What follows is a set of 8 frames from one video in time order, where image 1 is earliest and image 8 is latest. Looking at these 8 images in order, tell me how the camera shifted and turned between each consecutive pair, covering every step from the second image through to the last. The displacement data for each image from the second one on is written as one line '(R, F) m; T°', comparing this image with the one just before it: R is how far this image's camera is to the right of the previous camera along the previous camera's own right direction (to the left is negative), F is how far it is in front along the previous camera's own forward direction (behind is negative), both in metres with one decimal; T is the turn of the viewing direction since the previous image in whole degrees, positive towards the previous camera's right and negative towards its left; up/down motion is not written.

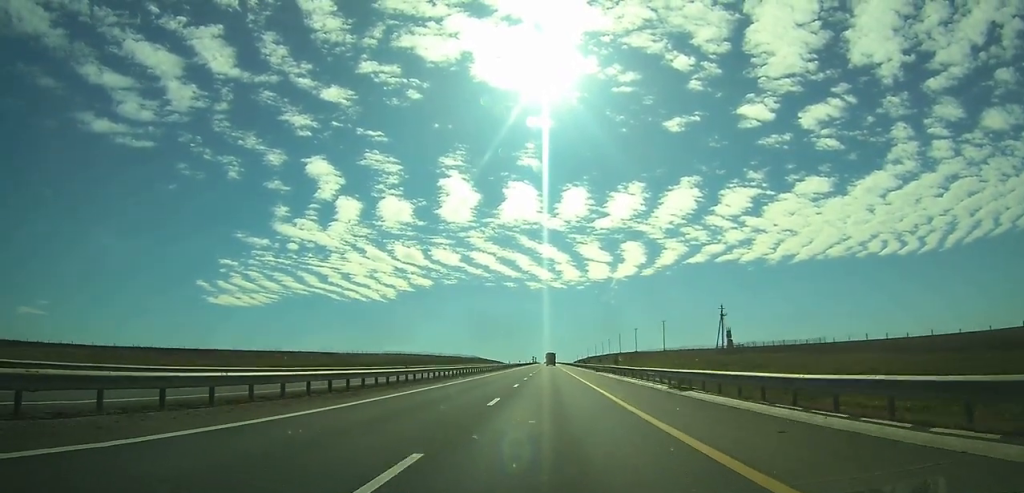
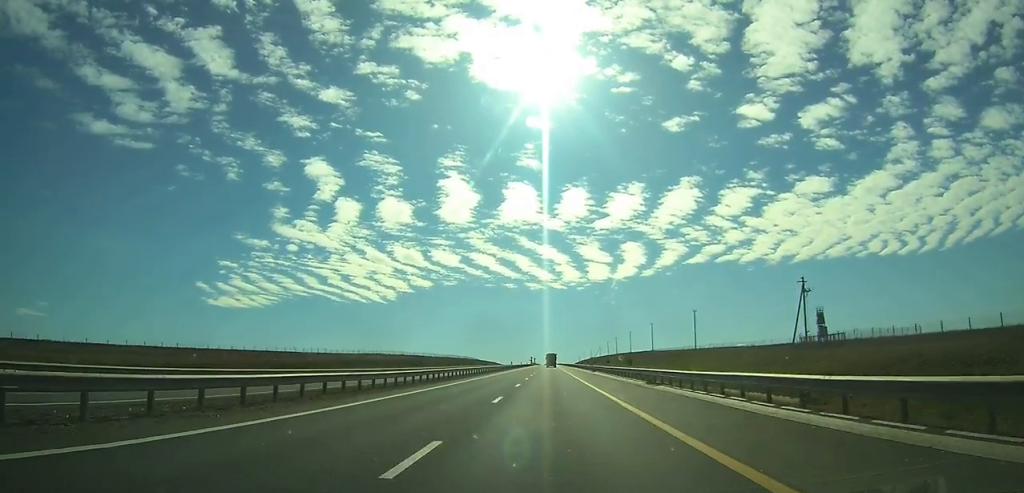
(-0.1, +34.3) m; 0°
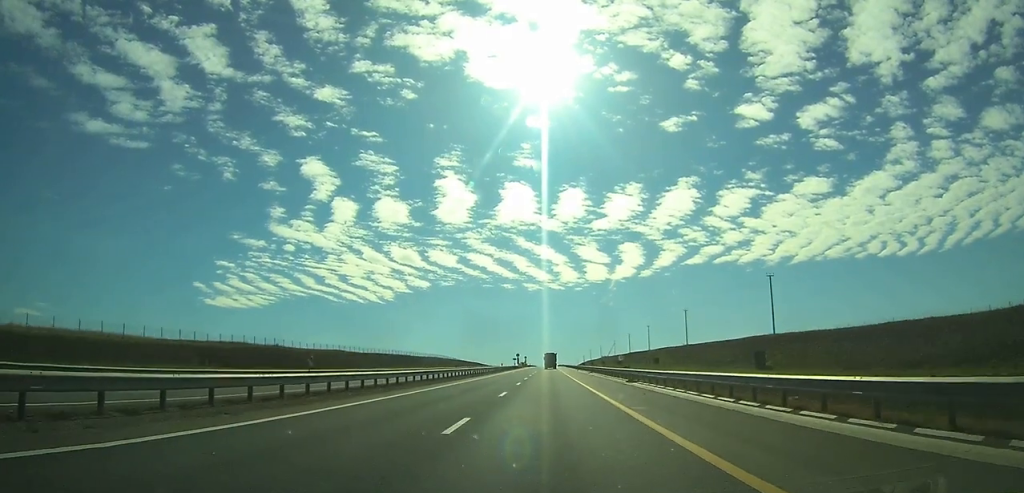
(+0.1, +103.3) m; 0°
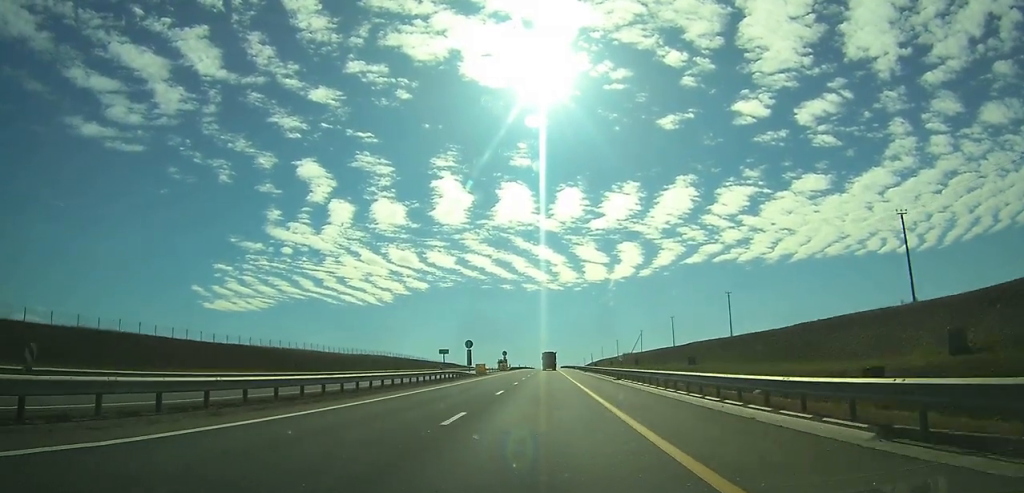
(+0.1, +93.4) m; 0°
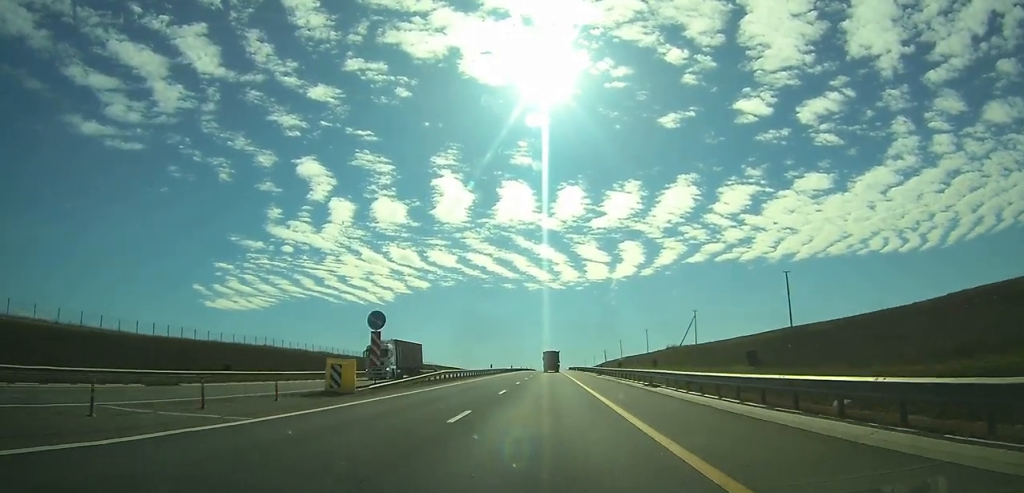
(-0.3, +82.8) m; 0°
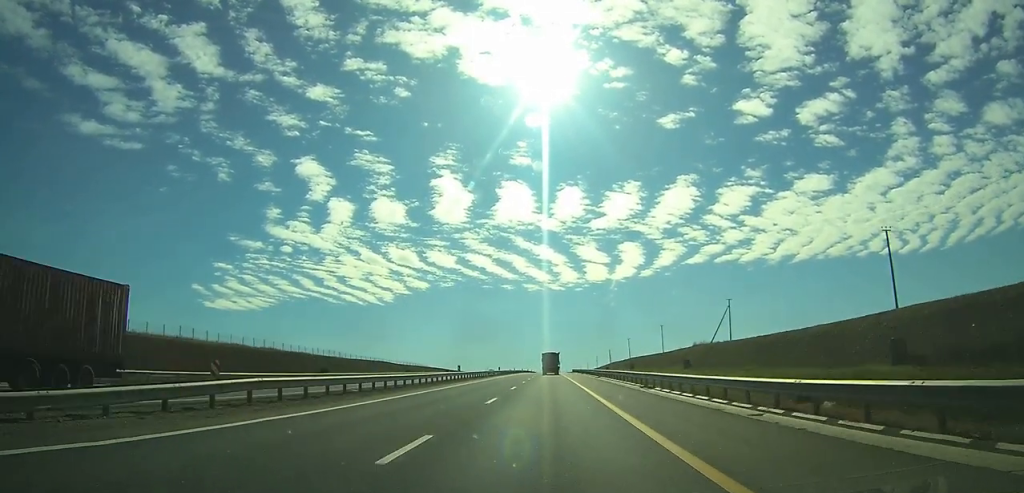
(-0.1, +28.7) m; 0°
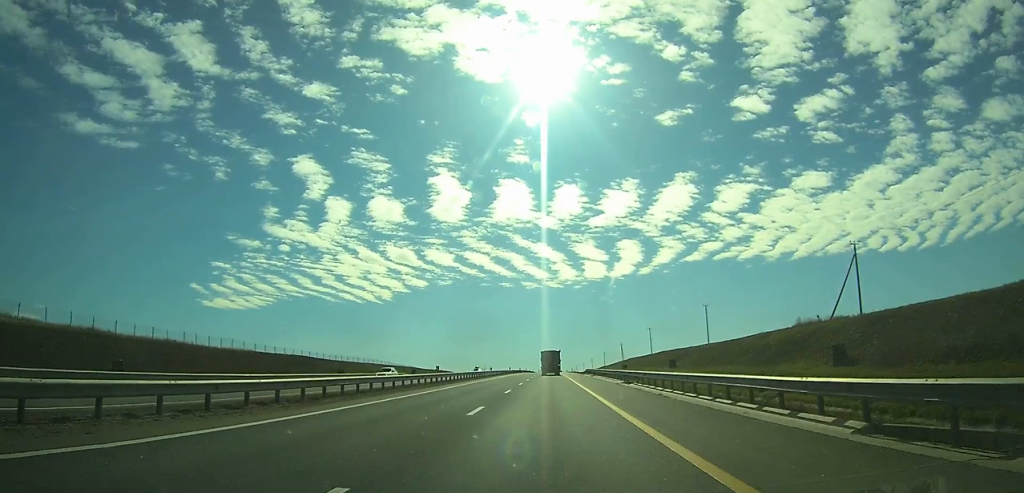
(0.0, +51.8) m; 0°
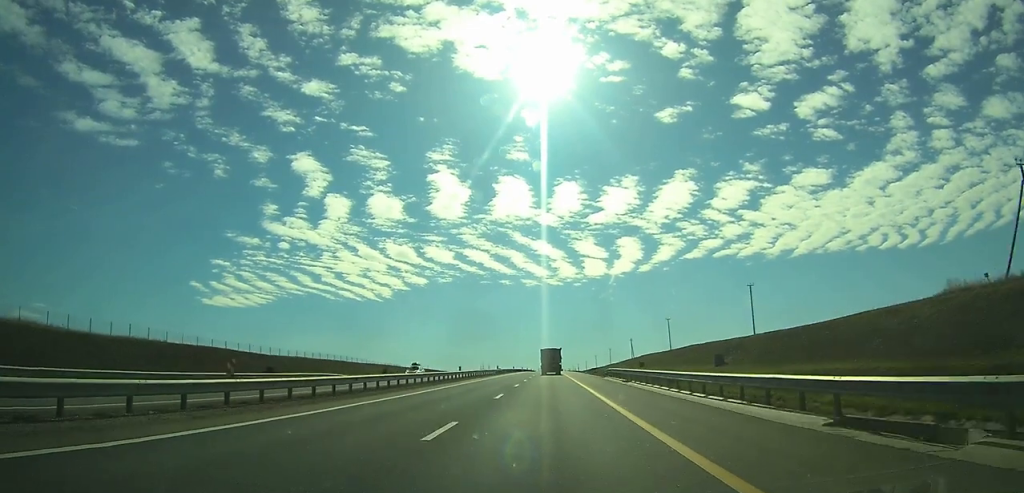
(0.0, +28.9) m; 0°
